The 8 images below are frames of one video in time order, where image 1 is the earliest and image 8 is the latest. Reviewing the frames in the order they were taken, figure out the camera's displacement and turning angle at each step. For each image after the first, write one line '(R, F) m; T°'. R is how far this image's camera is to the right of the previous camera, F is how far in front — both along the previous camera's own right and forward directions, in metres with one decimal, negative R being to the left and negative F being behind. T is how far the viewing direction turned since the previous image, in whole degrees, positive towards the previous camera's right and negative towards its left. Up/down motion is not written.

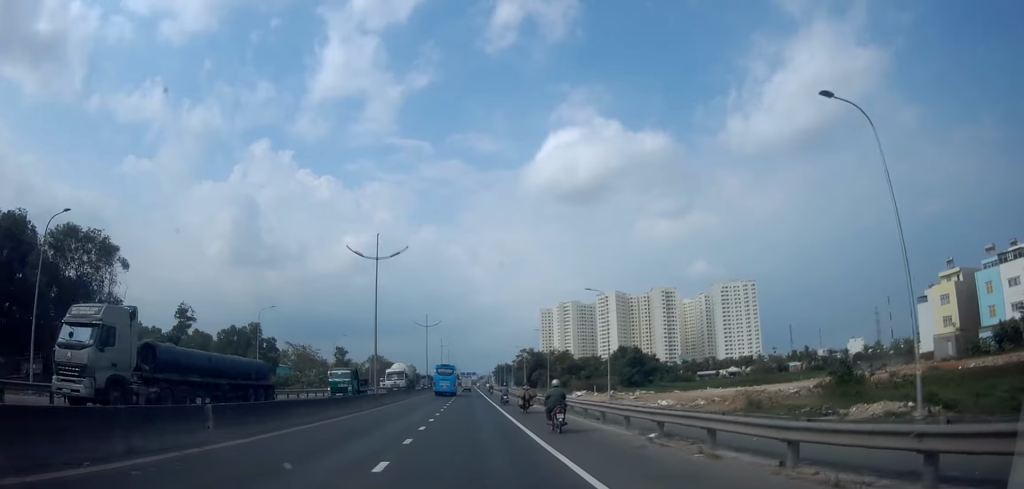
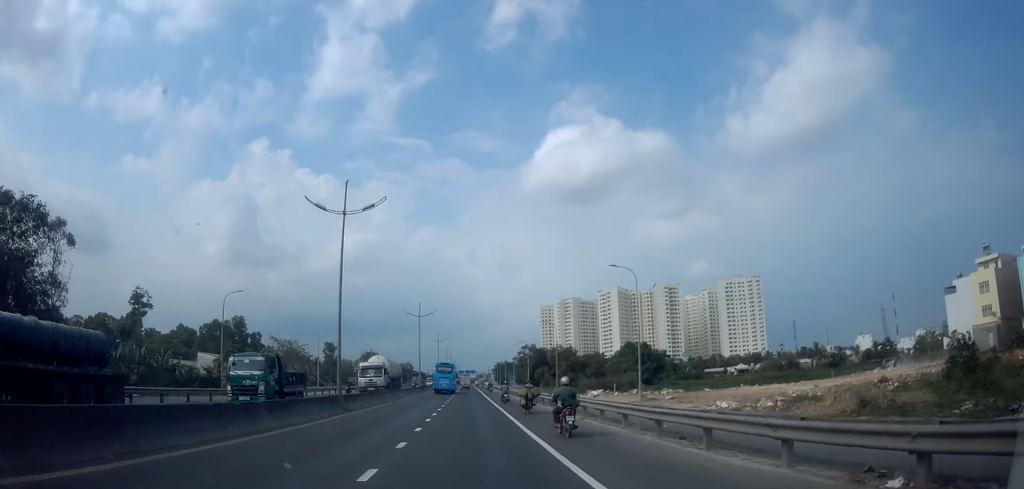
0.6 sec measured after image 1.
(0.0, +9.2) m; +1°
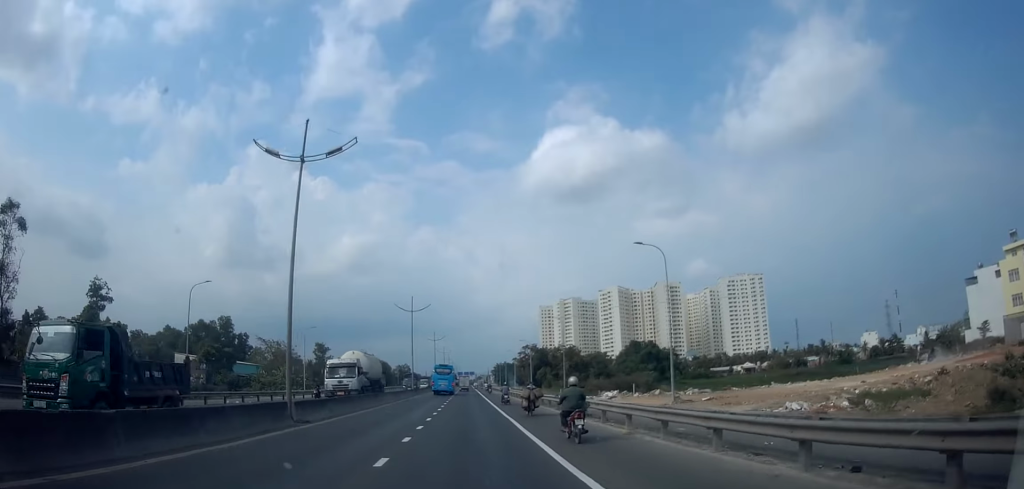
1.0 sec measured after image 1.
(+0.3, +6.5) m; +1°
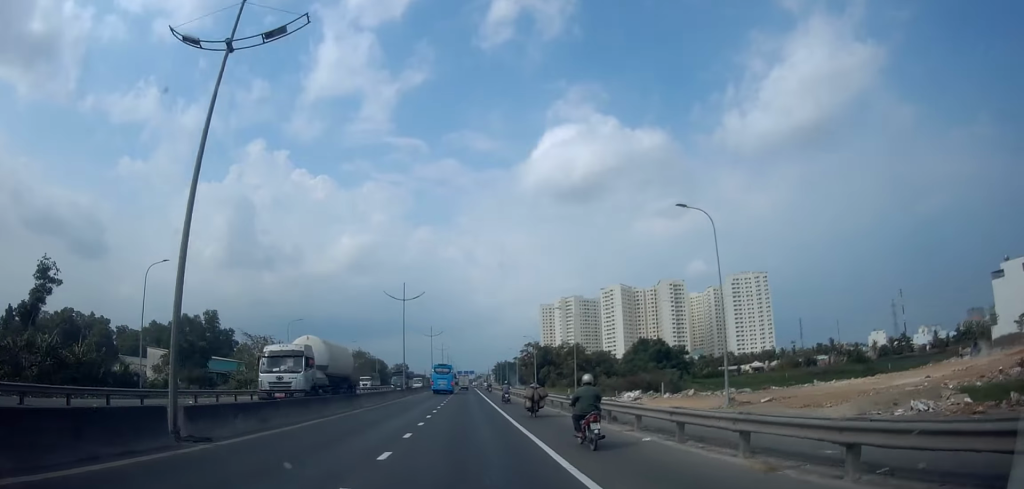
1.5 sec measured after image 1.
(+0.1, +7.3) m; +1°
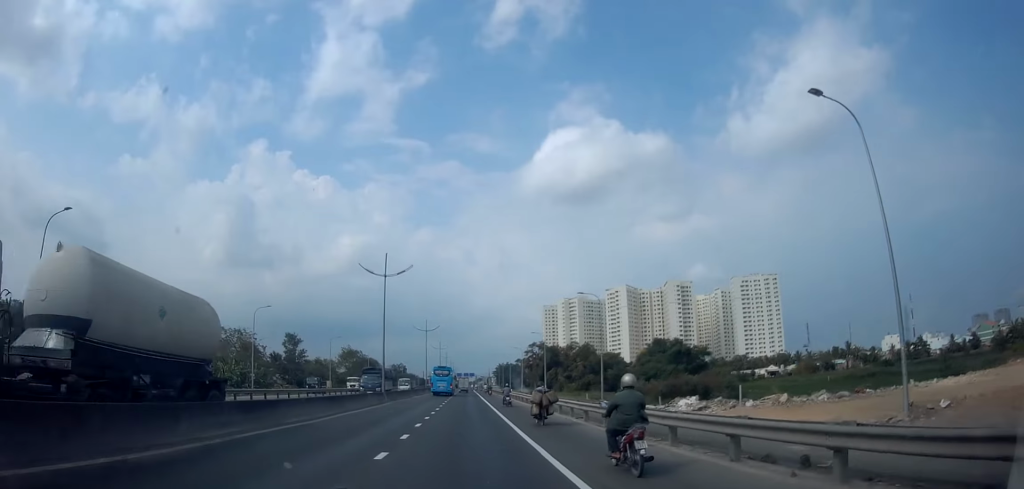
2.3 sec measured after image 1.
(-0.1, +11.8) m; 0°
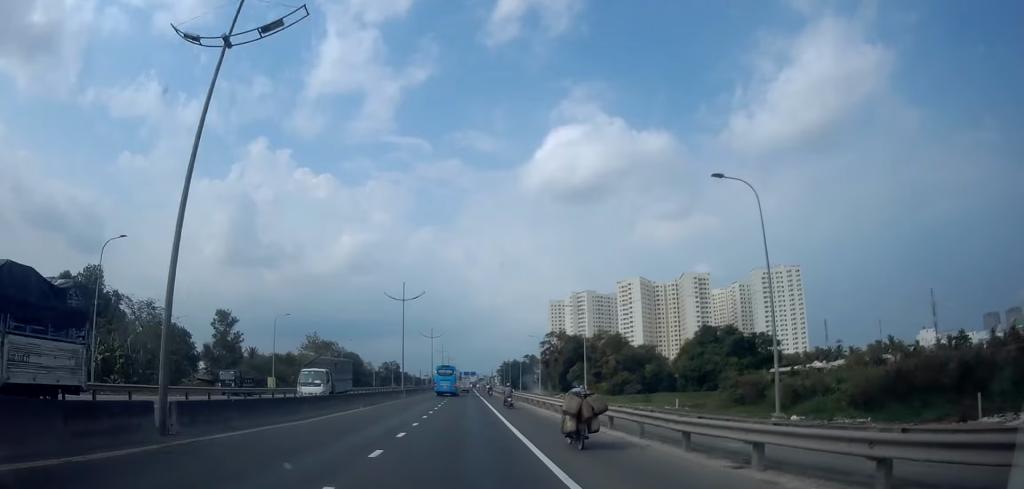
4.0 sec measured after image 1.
(-0.1, +28.4) m; -3°
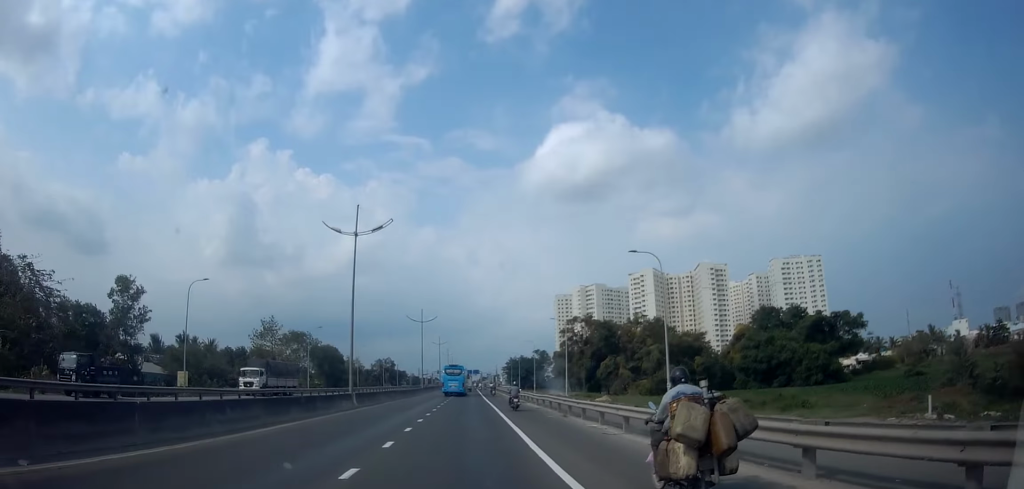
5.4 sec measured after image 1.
(-0.8, +22.5) m; 0°
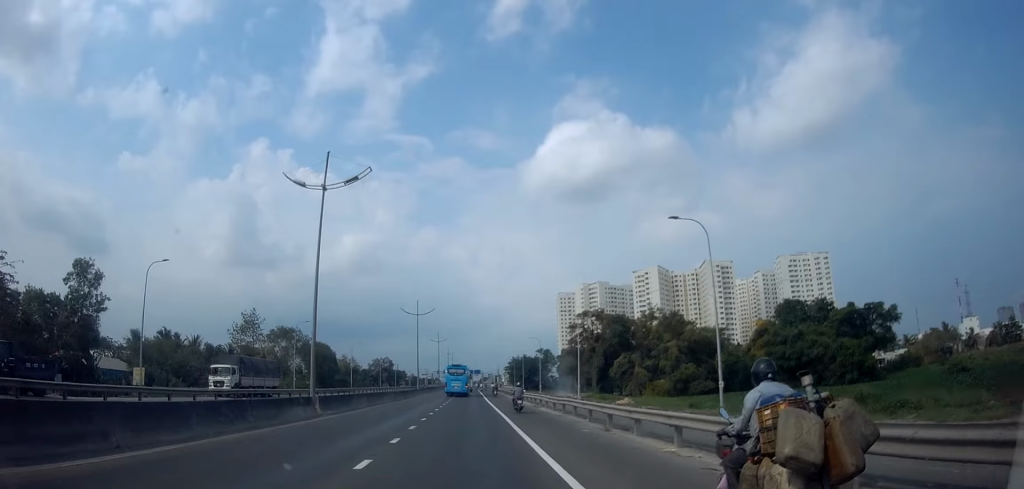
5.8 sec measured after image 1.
(+0.3, +6.6) m; +1°
